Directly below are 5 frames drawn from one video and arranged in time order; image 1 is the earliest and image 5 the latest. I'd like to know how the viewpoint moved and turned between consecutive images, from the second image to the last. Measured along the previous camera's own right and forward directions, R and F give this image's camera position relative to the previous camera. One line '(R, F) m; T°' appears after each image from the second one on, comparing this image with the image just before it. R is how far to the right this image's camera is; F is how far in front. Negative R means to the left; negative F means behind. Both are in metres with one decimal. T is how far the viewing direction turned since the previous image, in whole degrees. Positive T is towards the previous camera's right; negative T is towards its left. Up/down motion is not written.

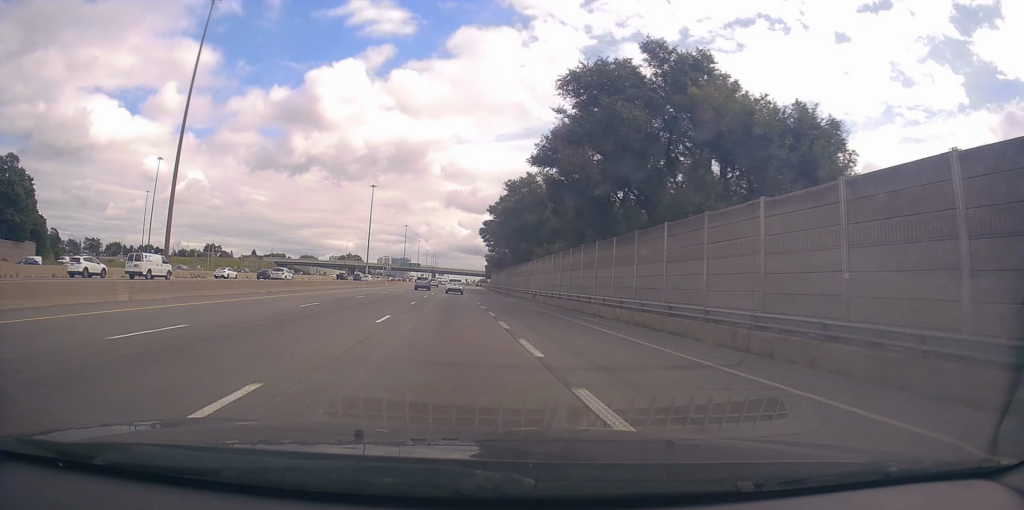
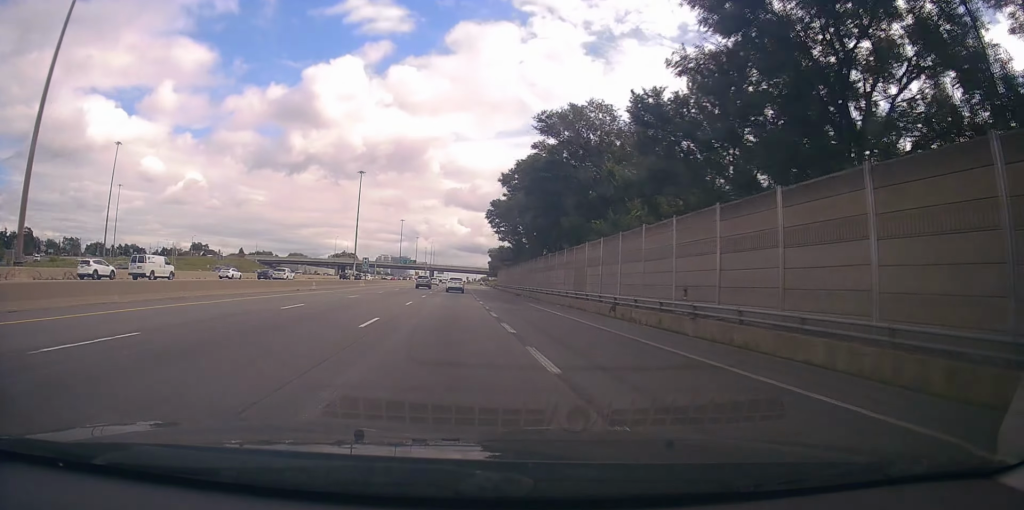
(-0.1, +26.8) m; 0°
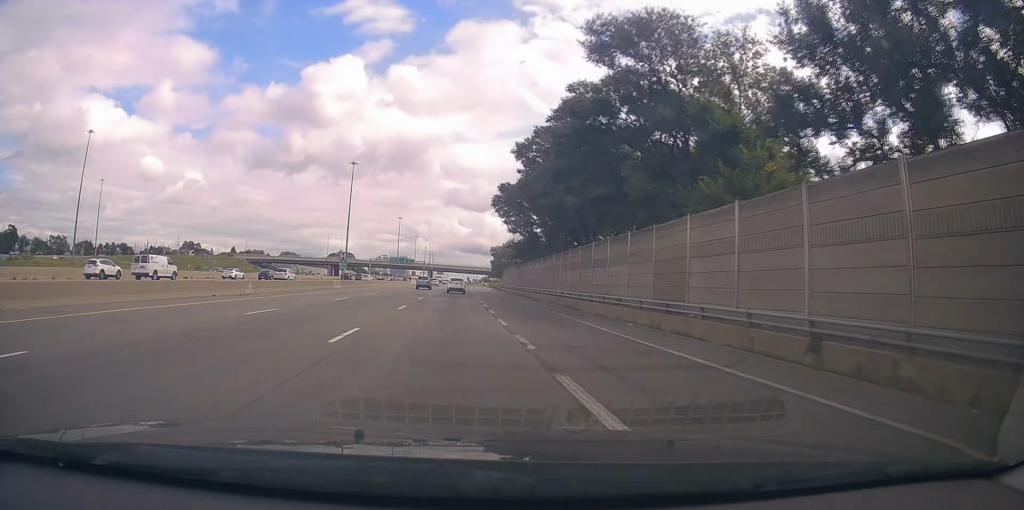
(+0.1, +15.8) m; 0°
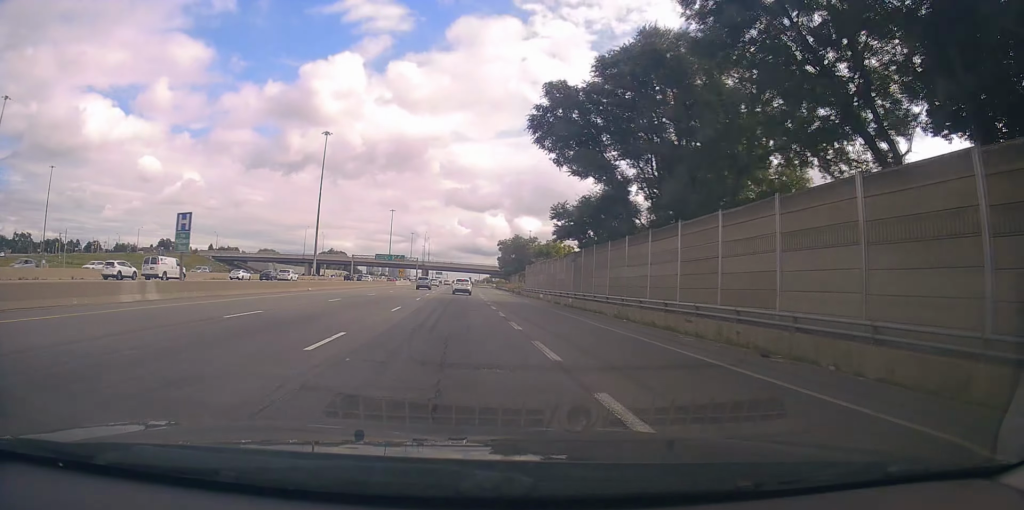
(-0.2, +38.4) m; 0°
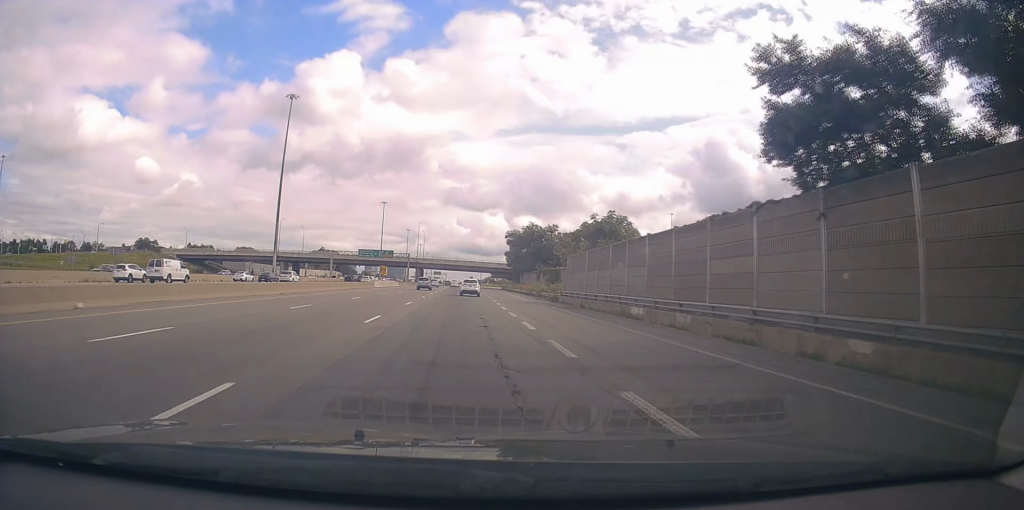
(+0.1, +30.5) m; 0°
